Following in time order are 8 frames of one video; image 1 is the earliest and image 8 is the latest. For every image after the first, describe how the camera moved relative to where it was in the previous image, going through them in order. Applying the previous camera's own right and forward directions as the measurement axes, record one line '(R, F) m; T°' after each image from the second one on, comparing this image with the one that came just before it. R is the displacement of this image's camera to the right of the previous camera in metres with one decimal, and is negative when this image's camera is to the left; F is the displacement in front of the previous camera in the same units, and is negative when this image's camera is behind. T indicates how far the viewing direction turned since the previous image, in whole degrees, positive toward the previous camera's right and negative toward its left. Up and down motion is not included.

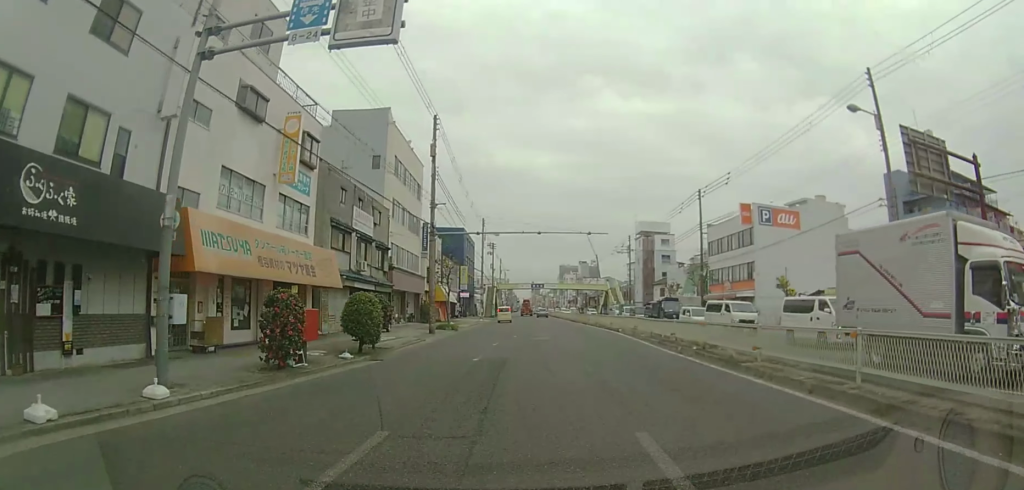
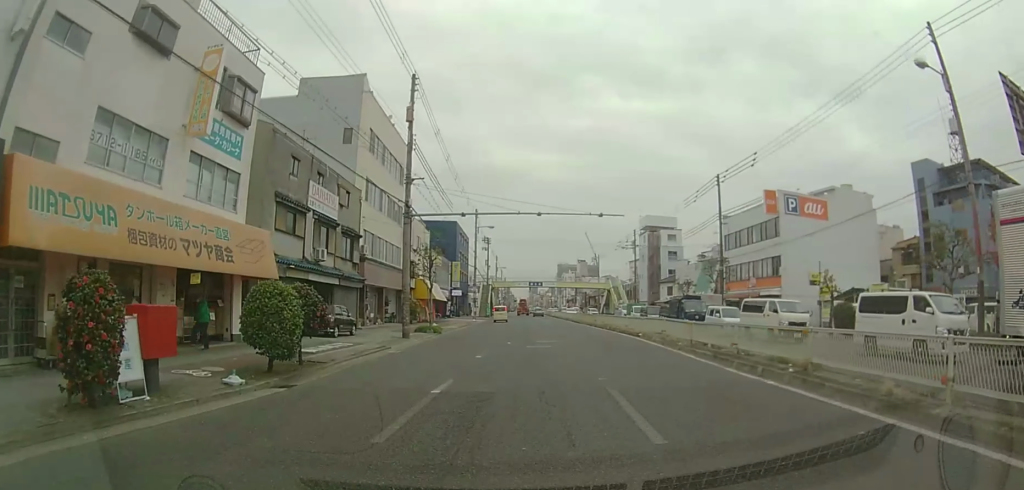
(+0.2, +6.4) m; -3°
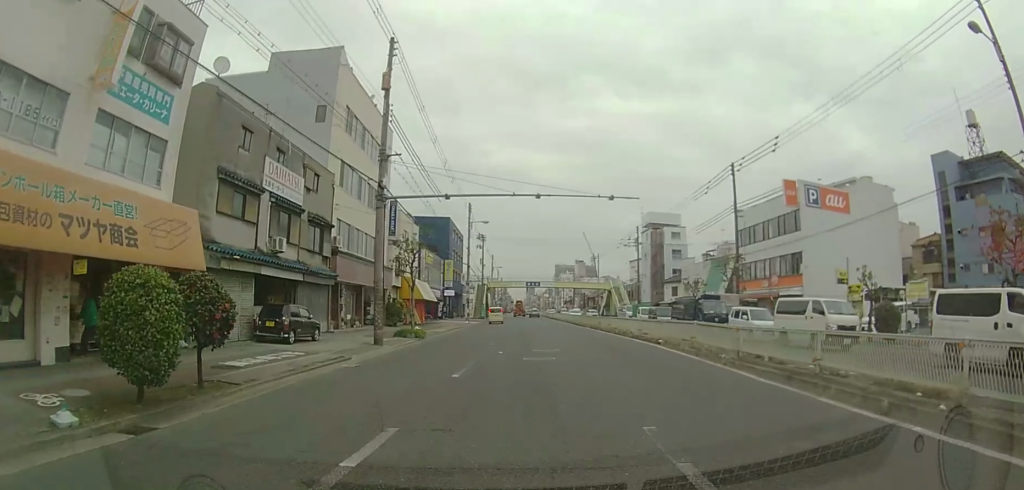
(-0.4, +4.3) m; -1°
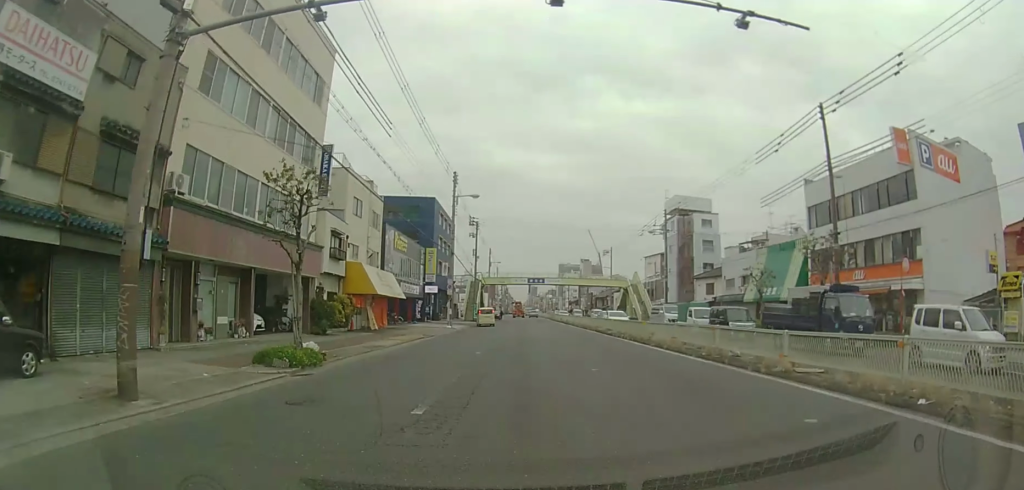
(-0.2, +14.1) m; +2°
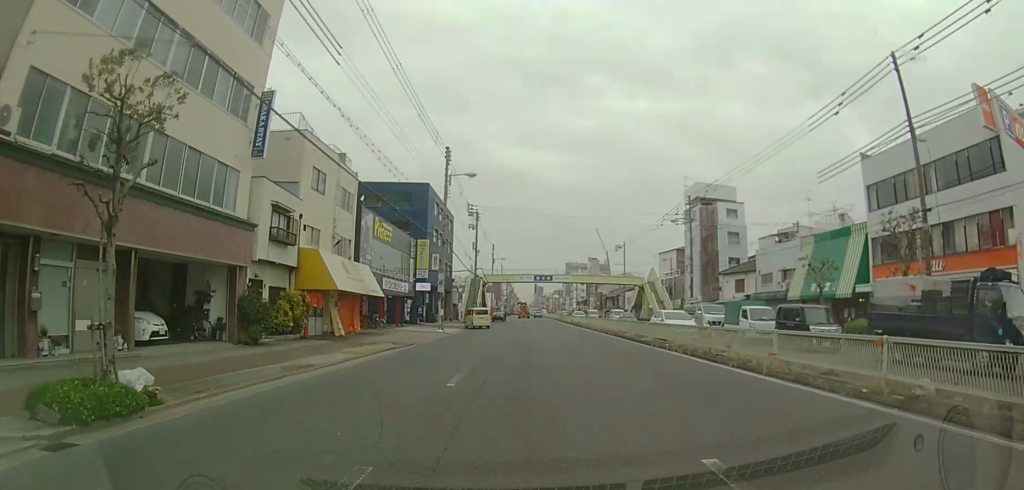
(+0.2, +7.5) m; +1°
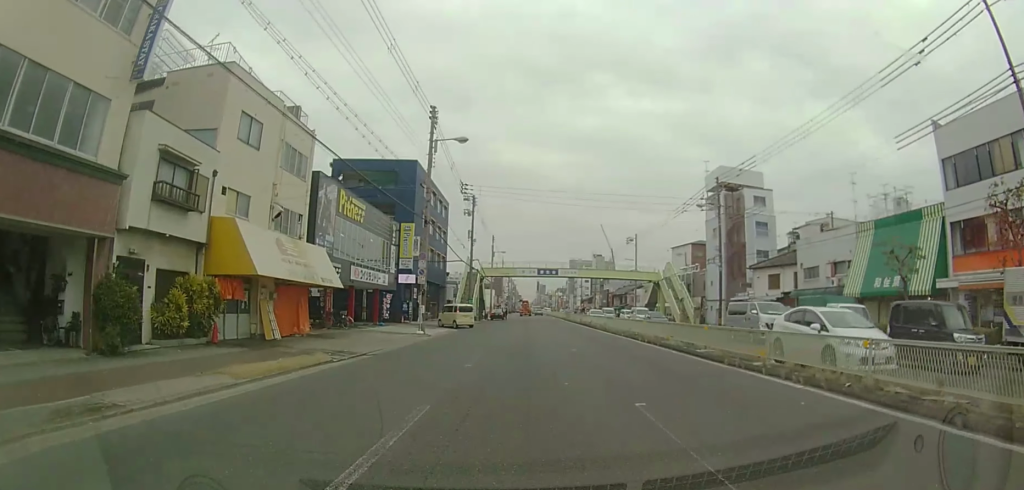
(+0.1, +7.6) m; 0°
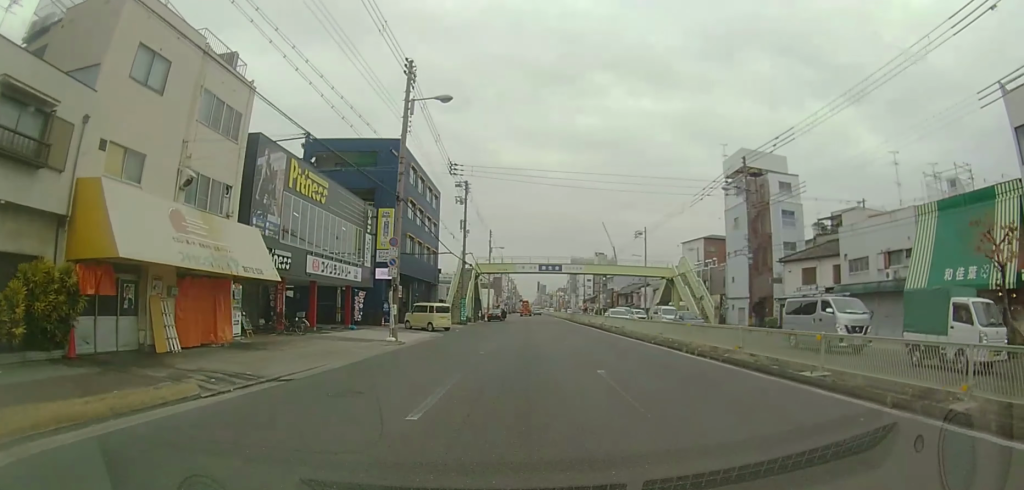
(0.0, +6.4) m; 0°
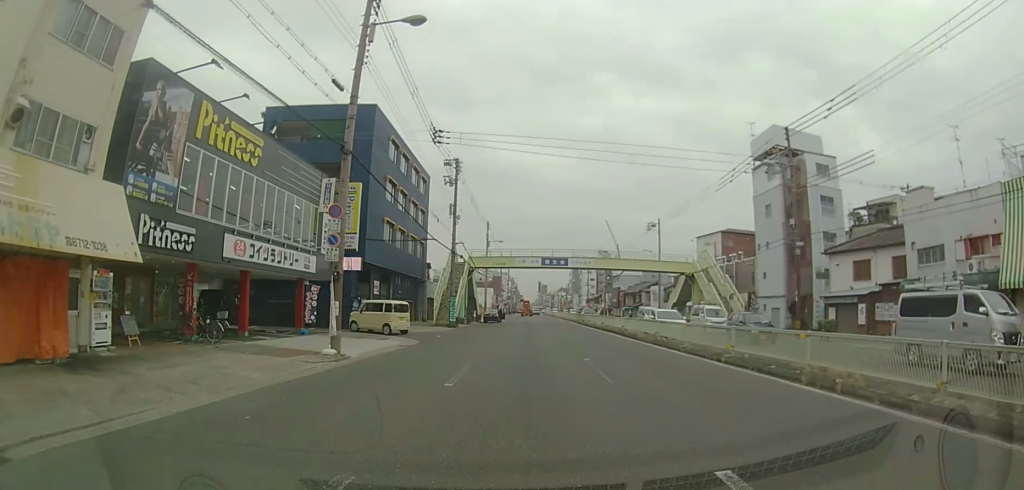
(0.0, +7.6) m; 0°
